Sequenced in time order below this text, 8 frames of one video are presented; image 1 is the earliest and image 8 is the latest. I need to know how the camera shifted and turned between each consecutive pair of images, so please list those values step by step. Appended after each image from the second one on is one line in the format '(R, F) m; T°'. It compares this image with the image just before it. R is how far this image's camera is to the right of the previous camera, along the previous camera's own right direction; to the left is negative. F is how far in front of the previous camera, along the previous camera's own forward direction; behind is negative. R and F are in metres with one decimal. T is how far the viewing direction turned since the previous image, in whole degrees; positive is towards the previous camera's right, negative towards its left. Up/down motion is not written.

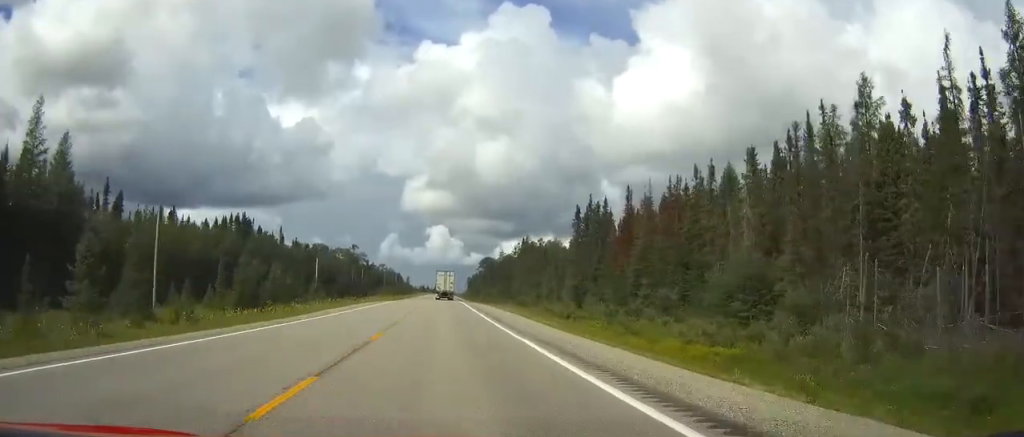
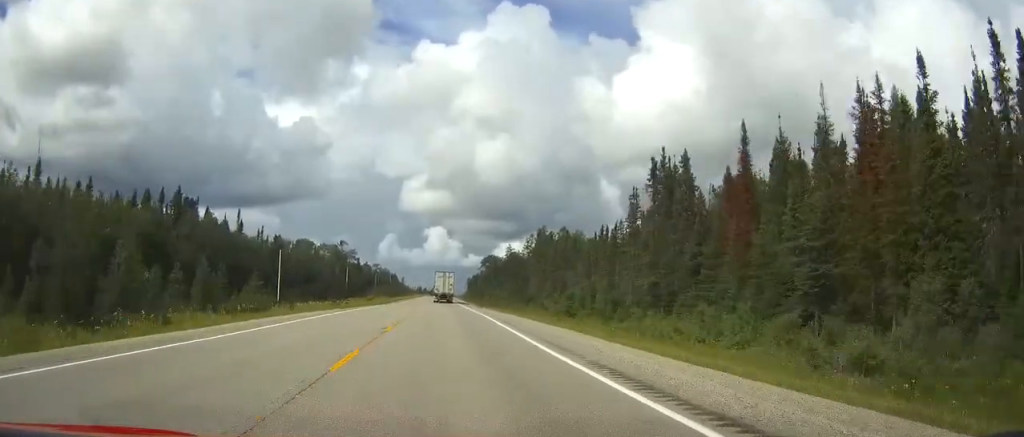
(-0.1, +35.4) m; 0°
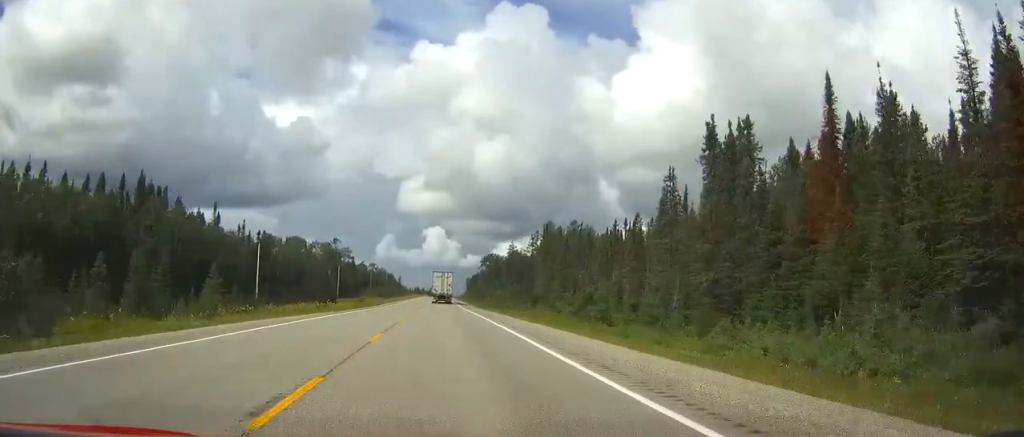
(0.0, +13.8) m; 0°
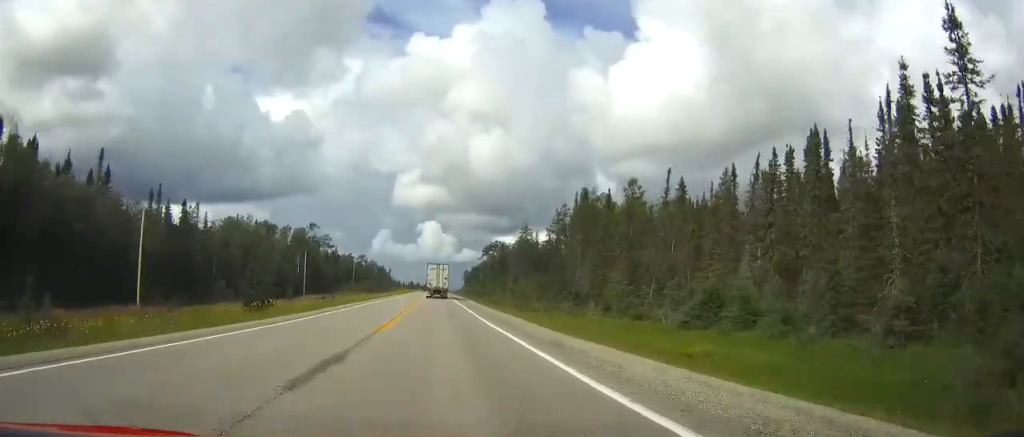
(+0.1, +44.1) m; +1°
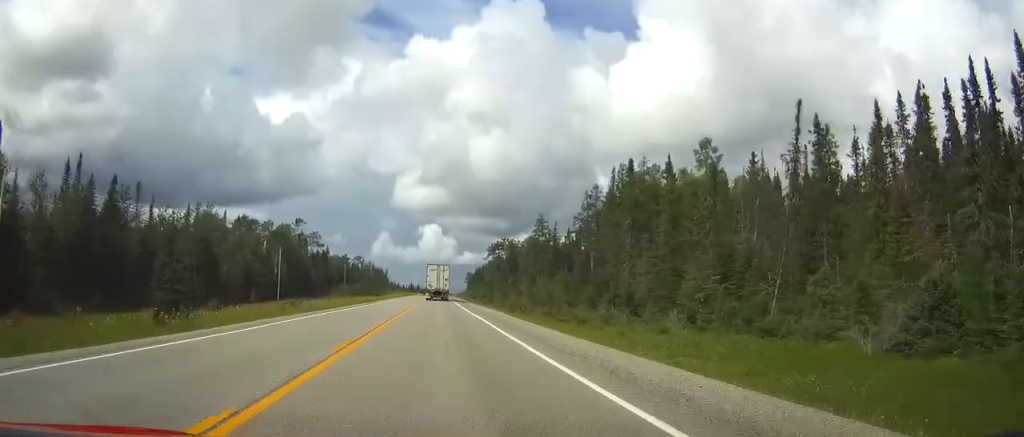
(+0.2, +25.8) m; 0°
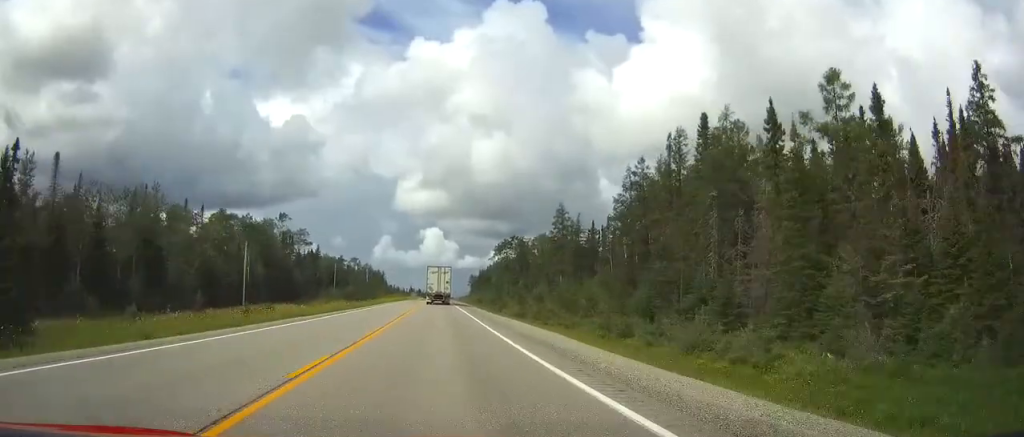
(0.0, +23.6) m; 0°
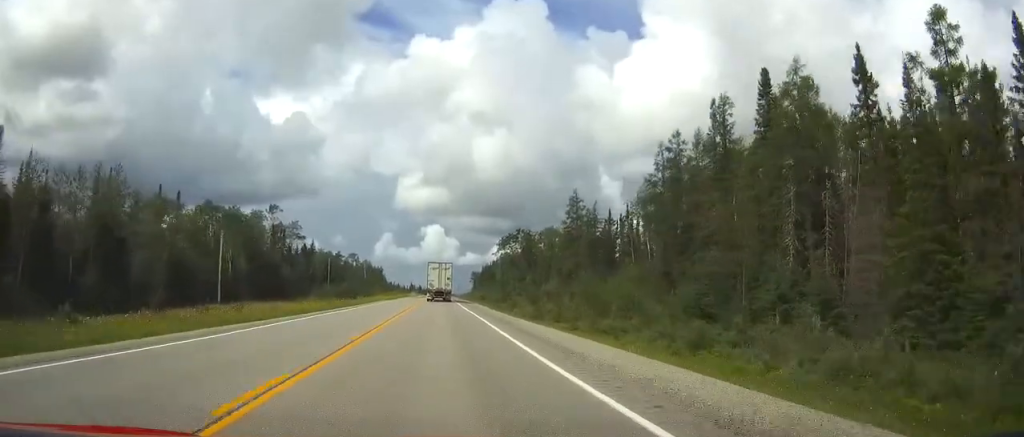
(0.0, +12.3) m; 0°
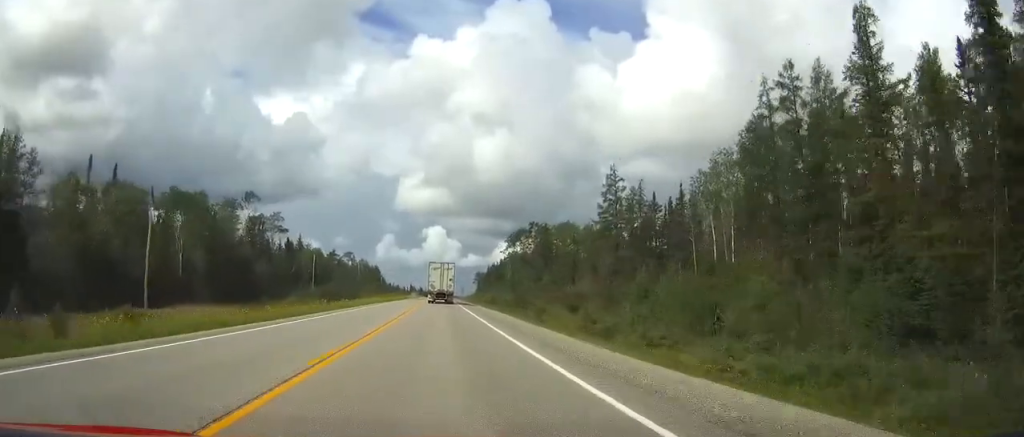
(0.0, +24.5) m; 0°
